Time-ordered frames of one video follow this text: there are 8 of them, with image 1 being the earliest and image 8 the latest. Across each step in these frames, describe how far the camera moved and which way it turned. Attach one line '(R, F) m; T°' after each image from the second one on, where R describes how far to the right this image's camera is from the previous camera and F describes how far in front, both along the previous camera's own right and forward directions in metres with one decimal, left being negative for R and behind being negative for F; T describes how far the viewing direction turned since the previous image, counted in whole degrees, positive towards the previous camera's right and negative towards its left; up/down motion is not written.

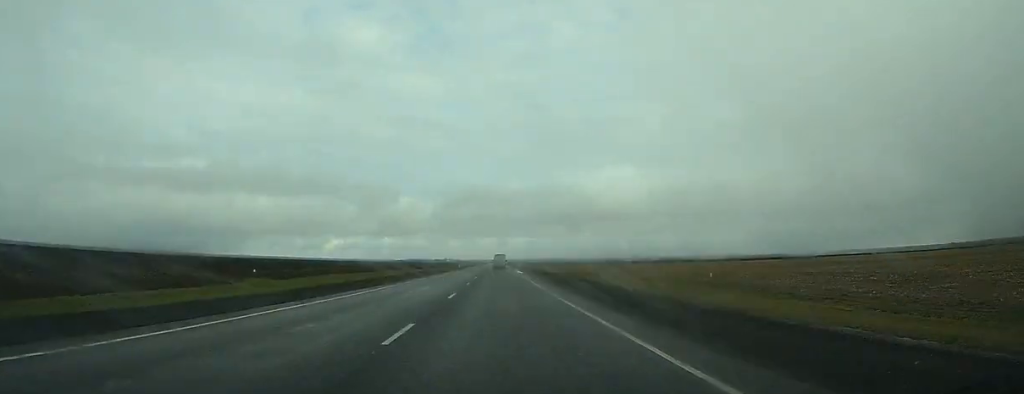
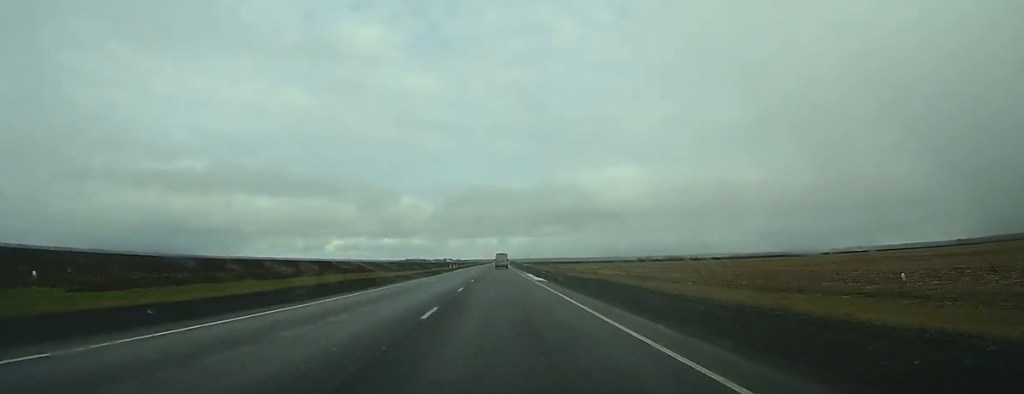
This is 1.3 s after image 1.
(+0.1, +30.9) m; 0°
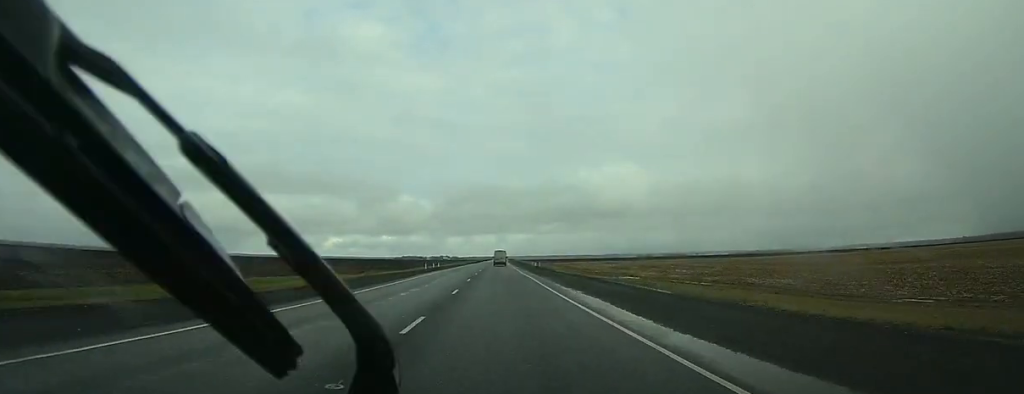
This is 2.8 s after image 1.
(+0.1, +37.1) m; 0°
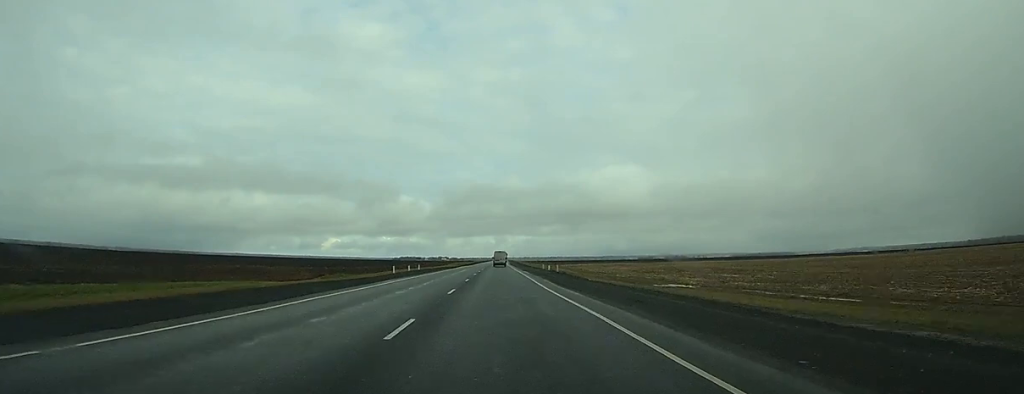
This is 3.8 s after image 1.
(+0.1, +24.1) m; 0°
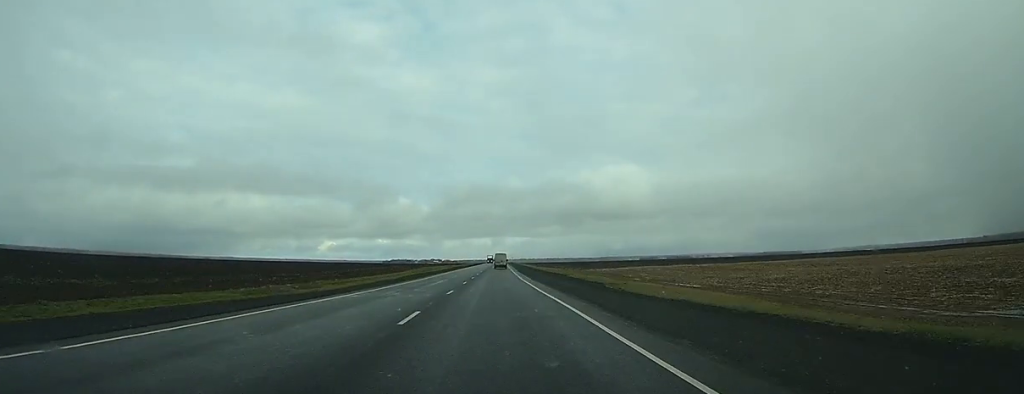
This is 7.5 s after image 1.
(+1.1, +96.7) m; +1°
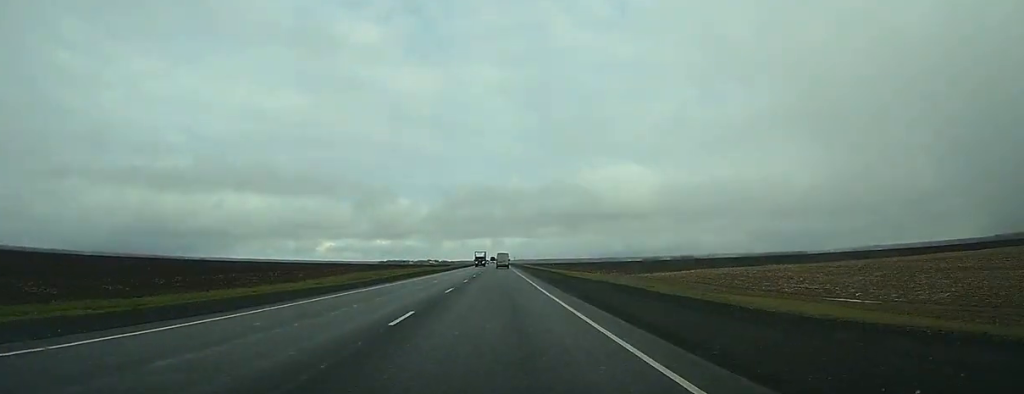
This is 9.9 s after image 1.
(+0.1, +60.8) m; 0°
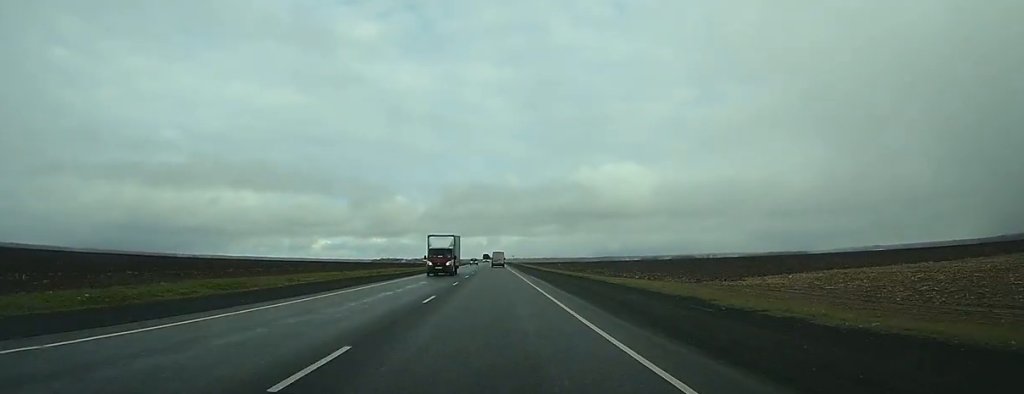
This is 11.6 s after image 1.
(+0.2, +40.6) m; 0°
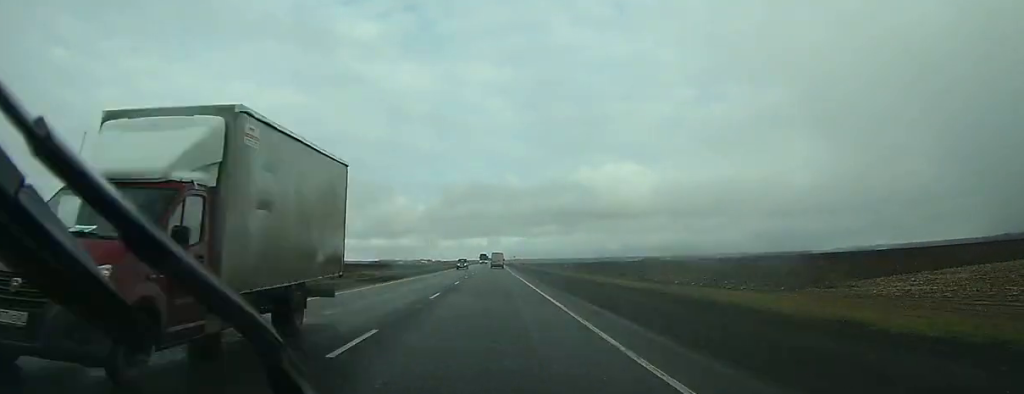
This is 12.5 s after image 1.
(0.0, +21.1) m; 0°
